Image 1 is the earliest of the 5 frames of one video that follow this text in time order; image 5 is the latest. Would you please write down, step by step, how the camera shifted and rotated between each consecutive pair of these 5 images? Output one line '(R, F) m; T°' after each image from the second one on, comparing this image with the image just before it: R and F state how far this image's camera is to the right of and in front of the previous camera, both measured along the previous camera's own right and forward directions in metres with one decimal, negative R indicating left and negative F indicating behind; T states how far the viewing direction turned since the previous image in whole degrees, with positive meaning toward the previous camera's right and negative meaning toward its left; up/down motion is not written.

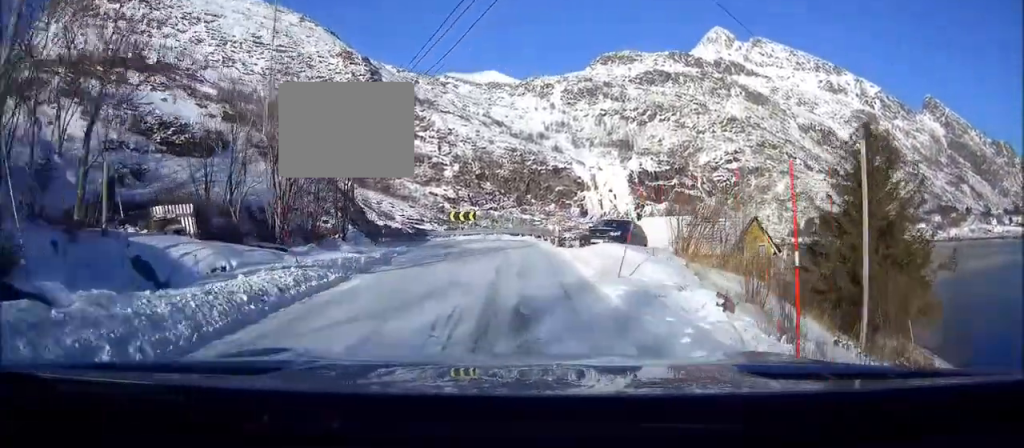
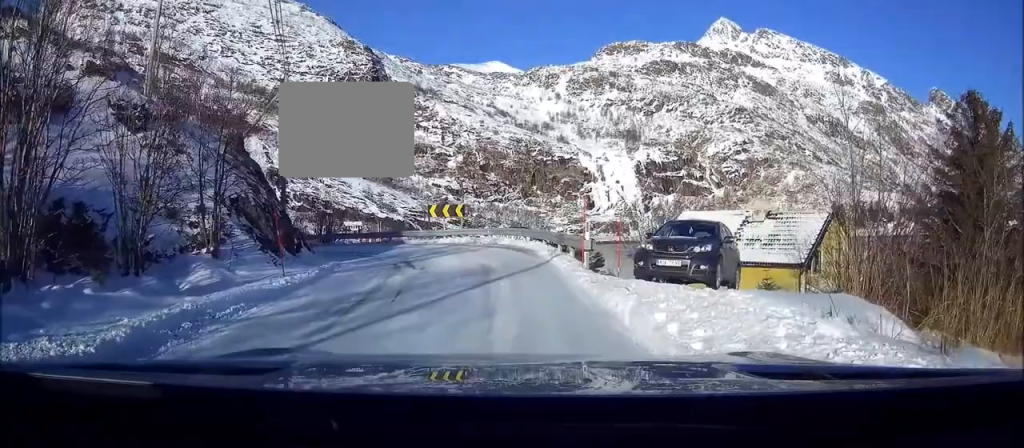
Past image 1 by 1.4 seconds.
(0.0, +14.1) m; -1°
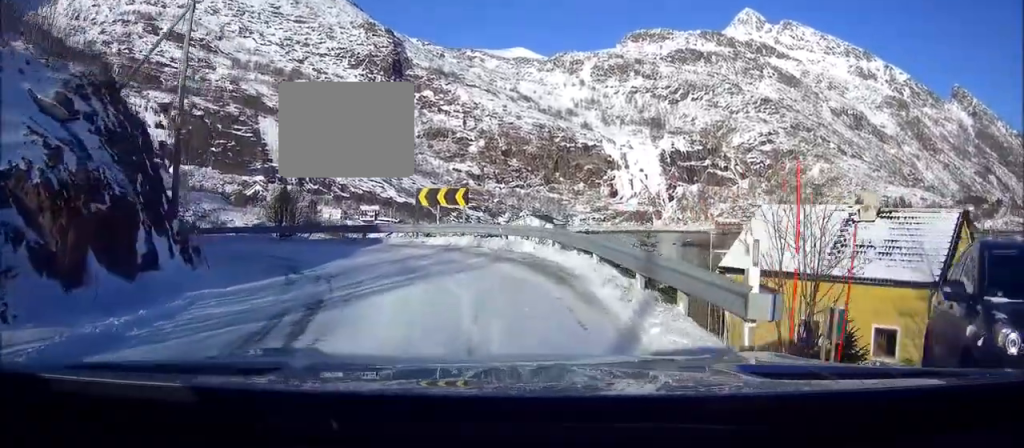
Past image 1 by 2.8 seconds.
(-0.2, +12.6) m; -2°
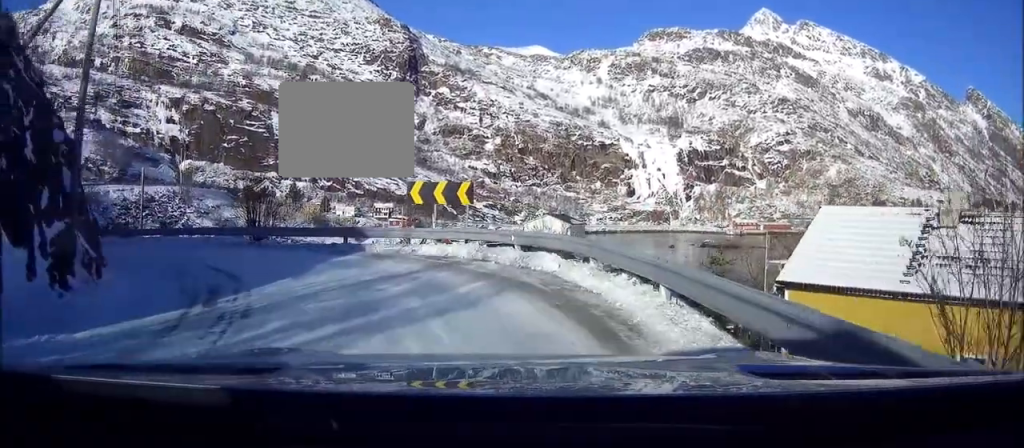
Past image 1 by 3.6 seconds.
(-0.1, +6.0) m; -2°
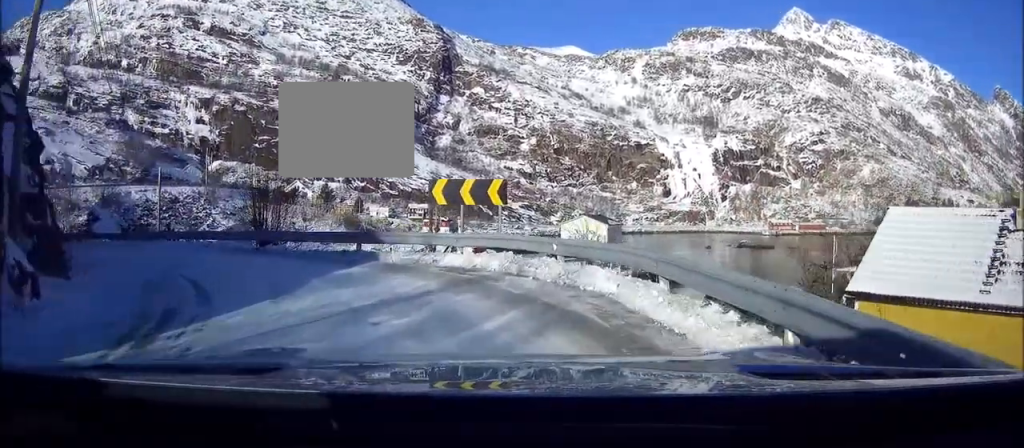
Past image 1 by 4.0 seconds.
(+0.1, +3.4) m; -2°
